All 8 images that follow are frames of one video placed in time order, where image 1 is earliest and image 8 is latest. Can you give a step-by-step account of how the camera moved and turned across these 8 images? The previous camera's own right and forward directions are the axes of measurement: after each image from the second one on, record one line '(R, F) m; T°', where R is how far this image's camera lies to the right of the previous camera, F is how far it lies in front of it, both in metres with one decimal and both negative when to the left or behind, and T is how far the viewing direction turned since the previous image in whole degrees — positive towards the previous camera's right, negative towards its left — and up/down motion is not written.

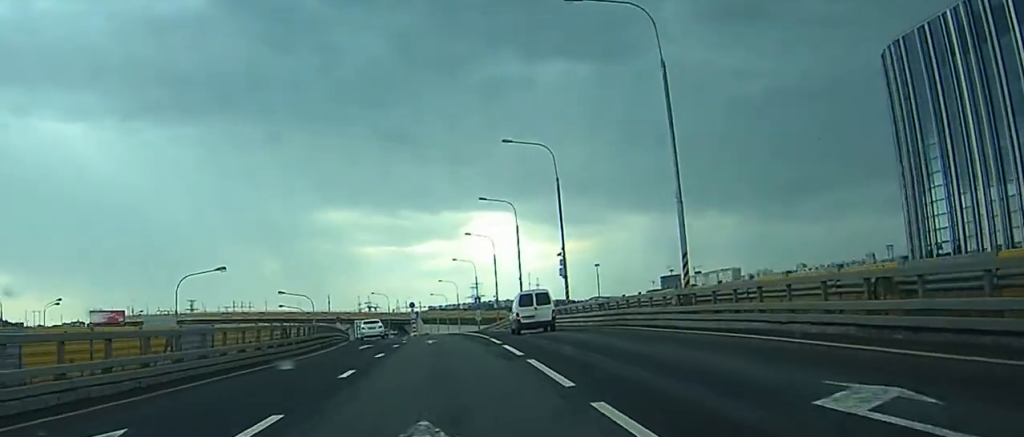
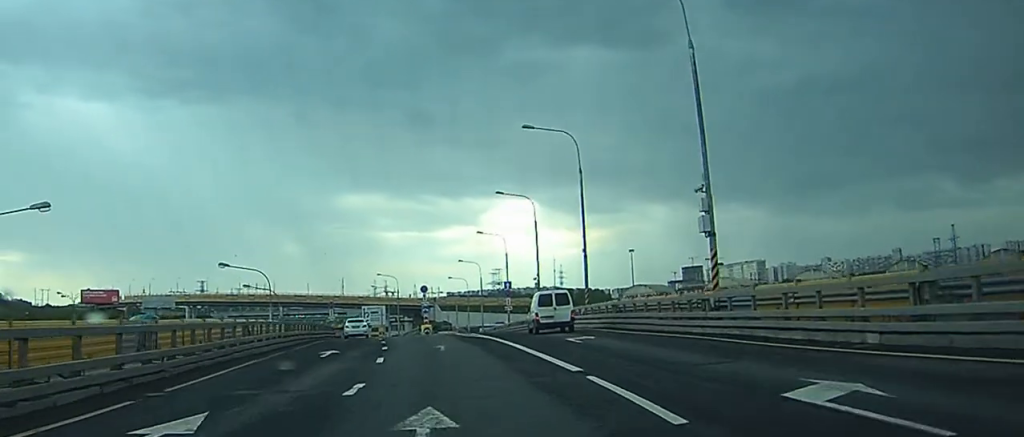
(+0.2, +23.7) m; -2°
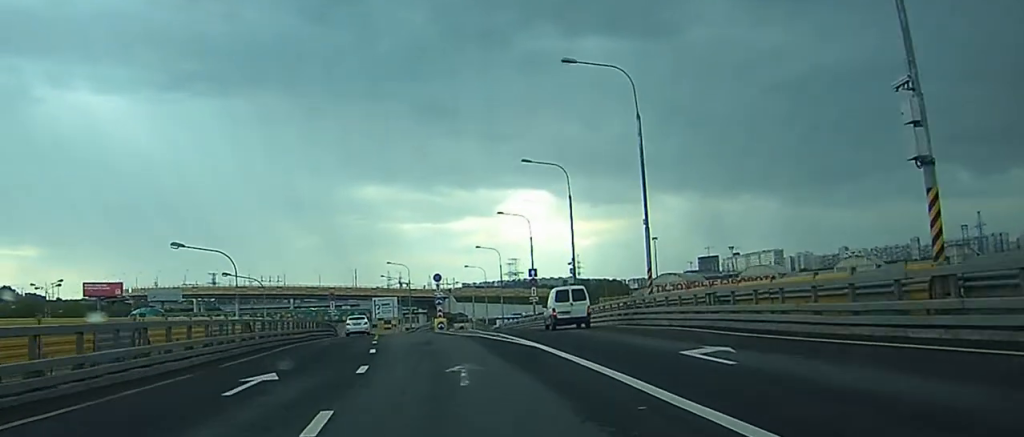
(-0.2, +10.5) m; -2°
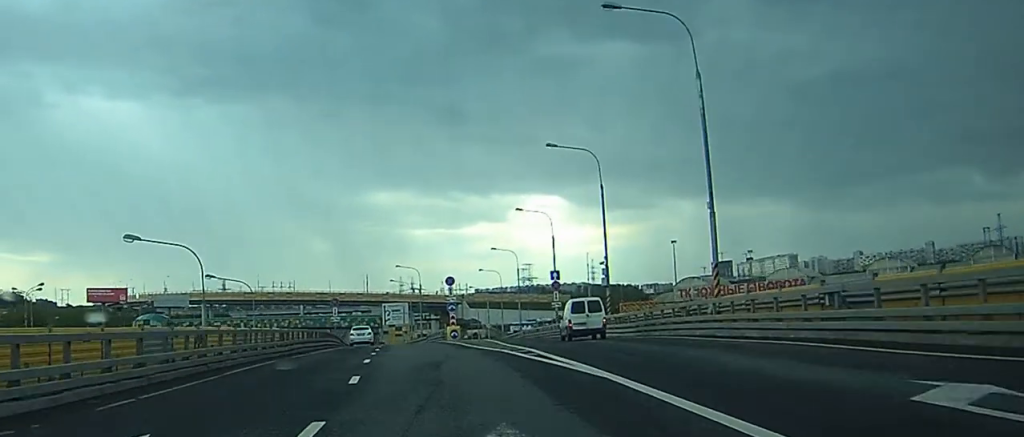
(-0.1, +6.8) m; -1°
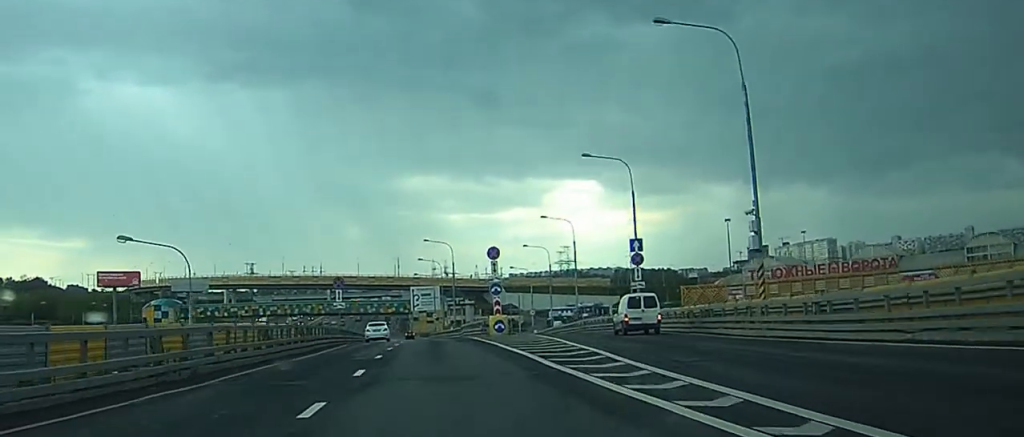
(-0.1, +20.9) m; 0°
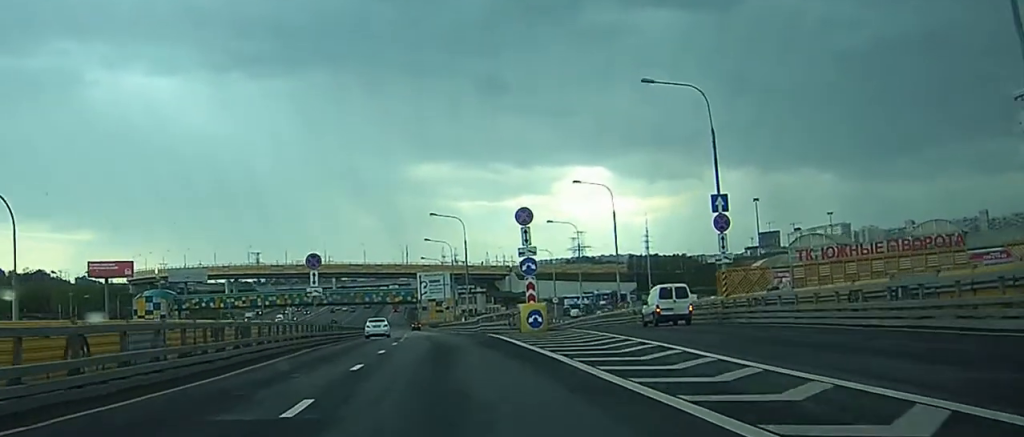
(0.0, +18.9) m; -1°
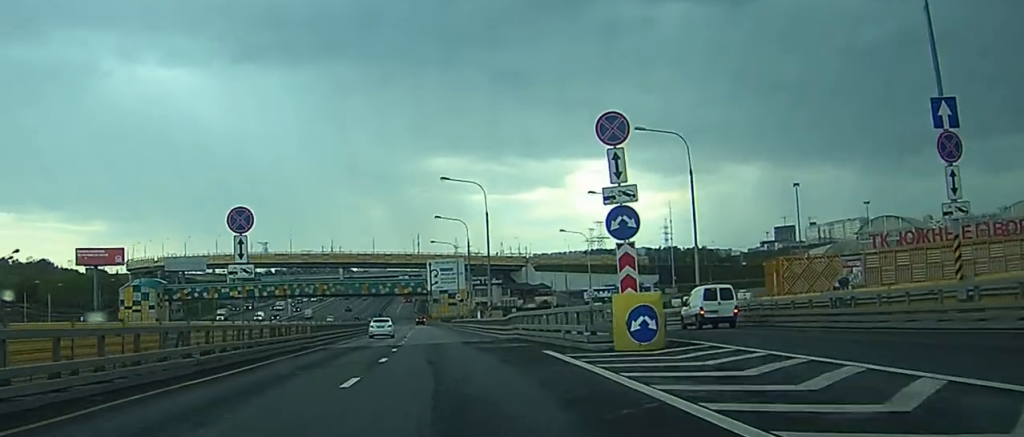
(-0.3, +22.2) m; -2°
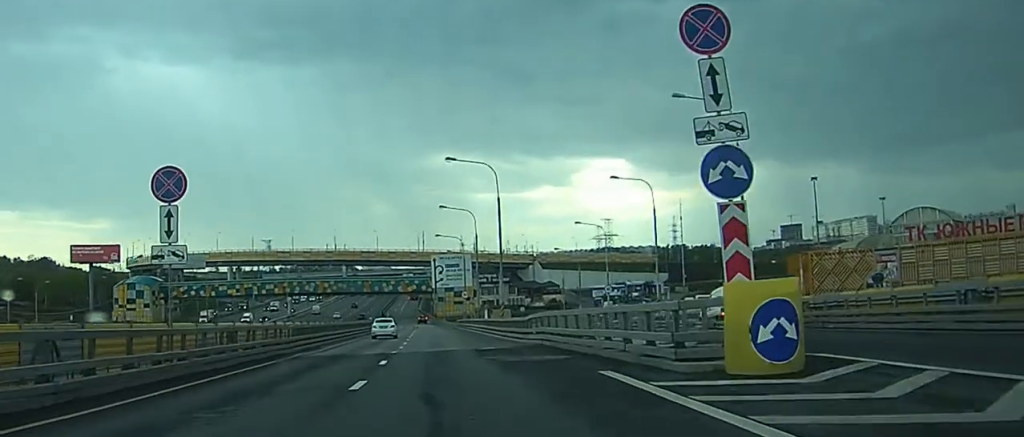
(-0.1, +8.8) m; -1°
